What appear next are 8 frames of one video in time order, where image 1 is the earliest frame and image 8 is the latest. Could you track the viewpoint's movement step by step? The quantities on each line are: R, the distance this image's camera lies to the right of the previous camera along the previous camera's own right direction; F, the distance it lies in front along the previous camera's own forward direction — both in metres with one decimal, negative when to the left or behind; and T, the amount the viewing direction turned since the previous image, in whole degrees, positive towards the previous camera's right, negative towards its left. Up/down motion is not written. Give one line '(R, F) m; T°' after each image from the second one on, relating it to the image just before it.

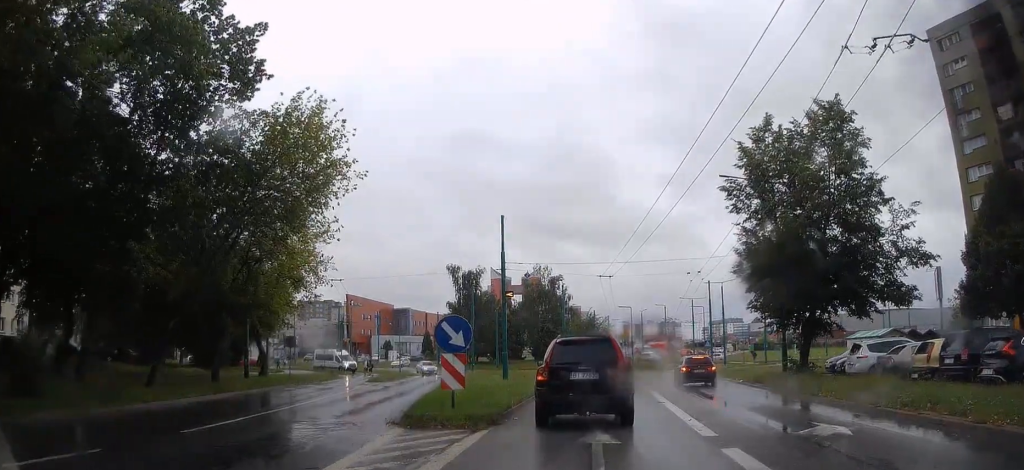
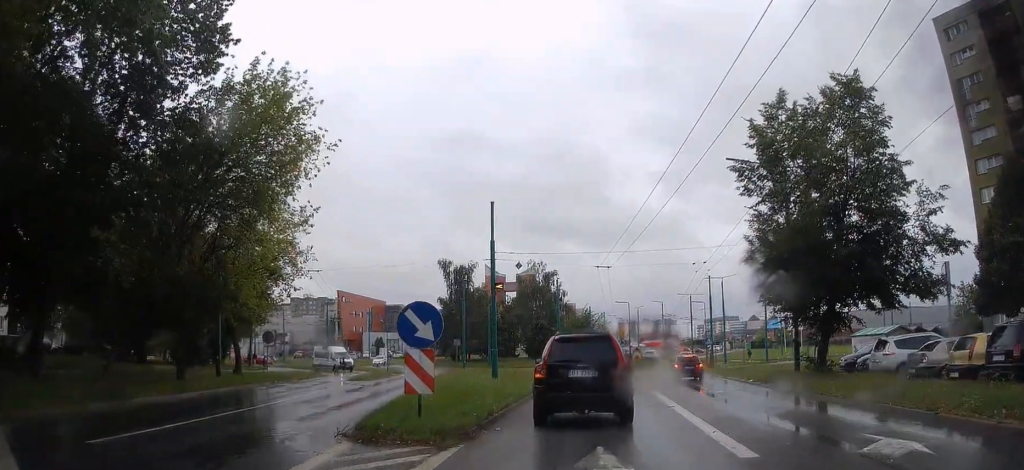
(0.0, +2.5) m; -2°
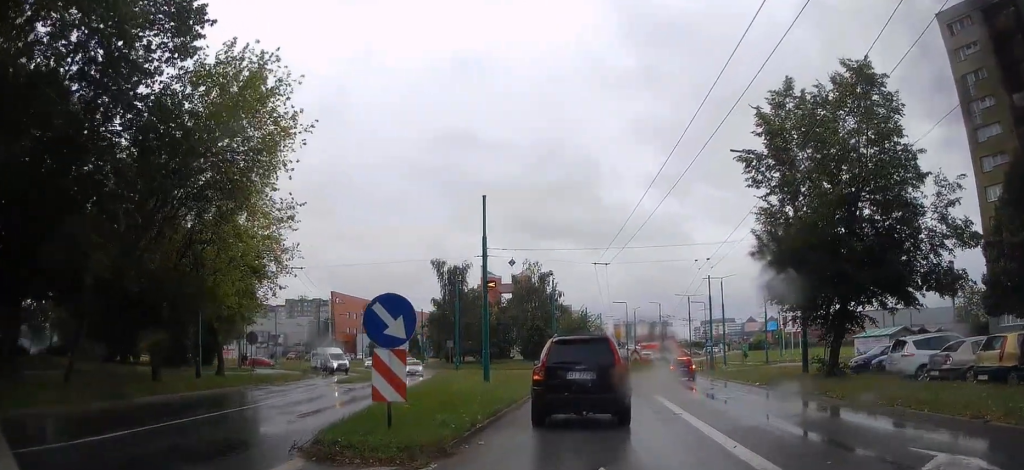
(-0.1, +1.6) m; -1°
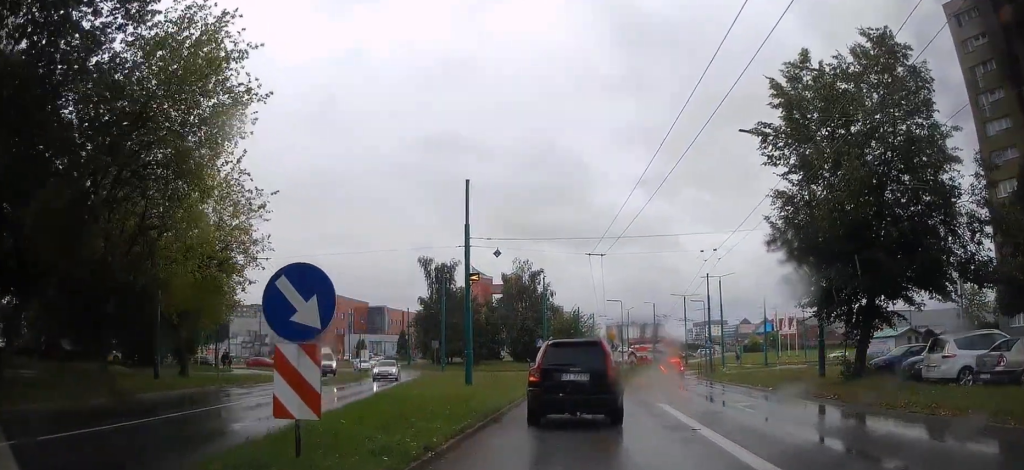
(0.0, +3.0) m; +2°
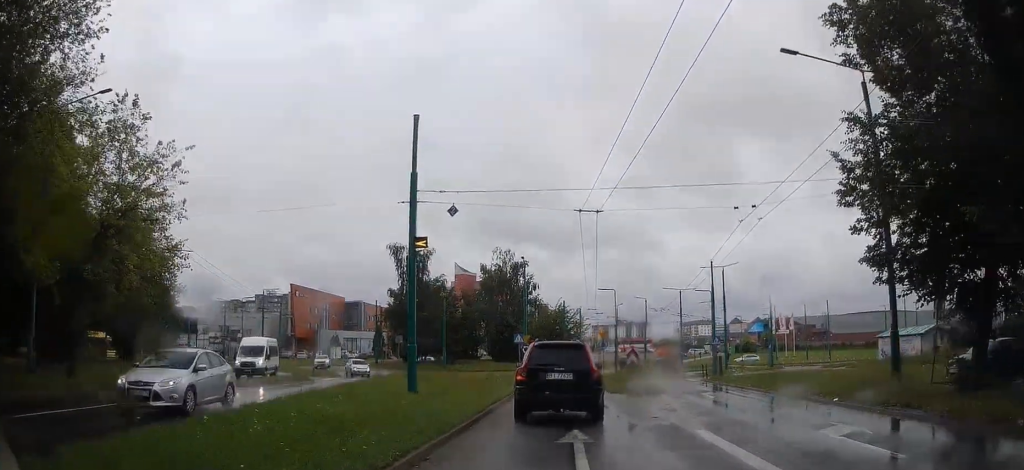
(+0.3, +7.2) m; +5°
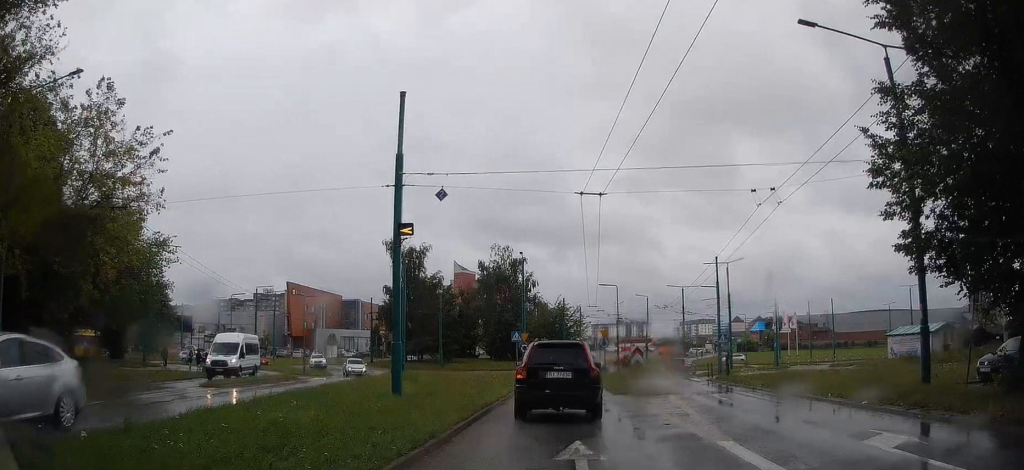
(-0.1, +1.7) m; +1°
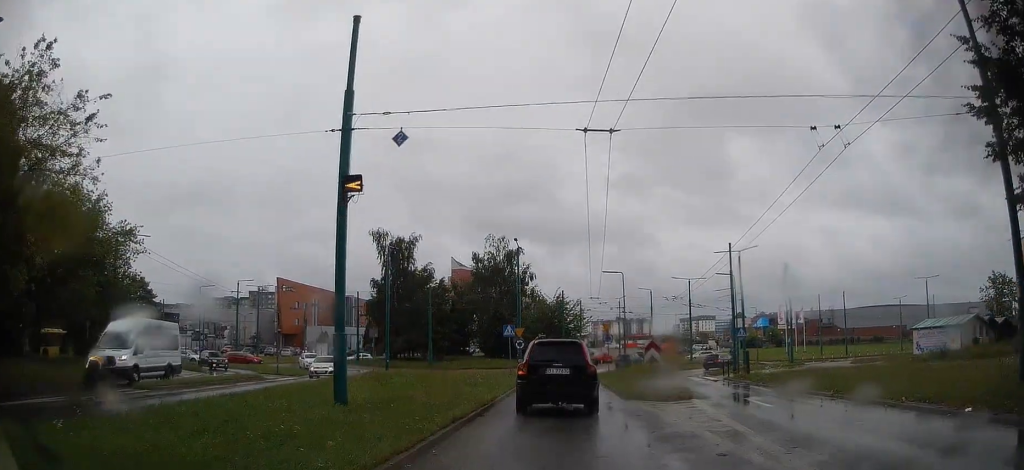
(+0.3, +4.5) m; +1°
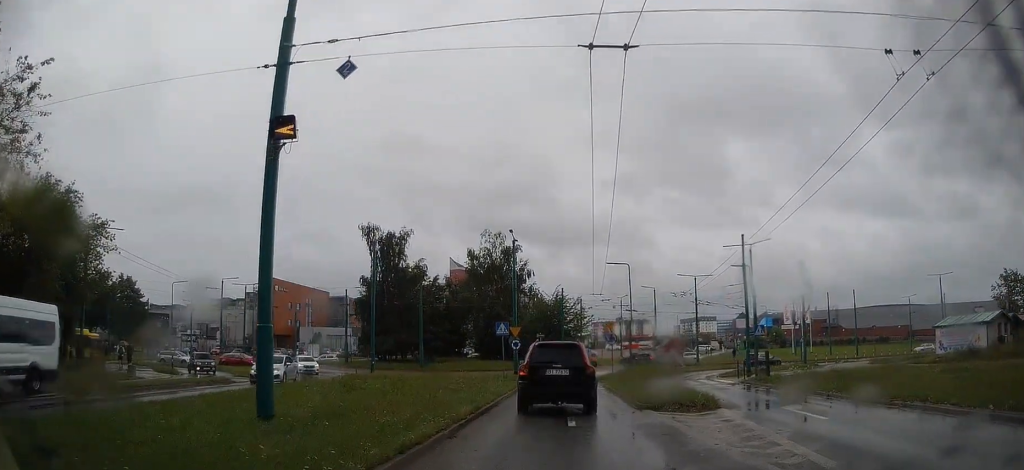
(-0.1, +3.6) m; -3°
